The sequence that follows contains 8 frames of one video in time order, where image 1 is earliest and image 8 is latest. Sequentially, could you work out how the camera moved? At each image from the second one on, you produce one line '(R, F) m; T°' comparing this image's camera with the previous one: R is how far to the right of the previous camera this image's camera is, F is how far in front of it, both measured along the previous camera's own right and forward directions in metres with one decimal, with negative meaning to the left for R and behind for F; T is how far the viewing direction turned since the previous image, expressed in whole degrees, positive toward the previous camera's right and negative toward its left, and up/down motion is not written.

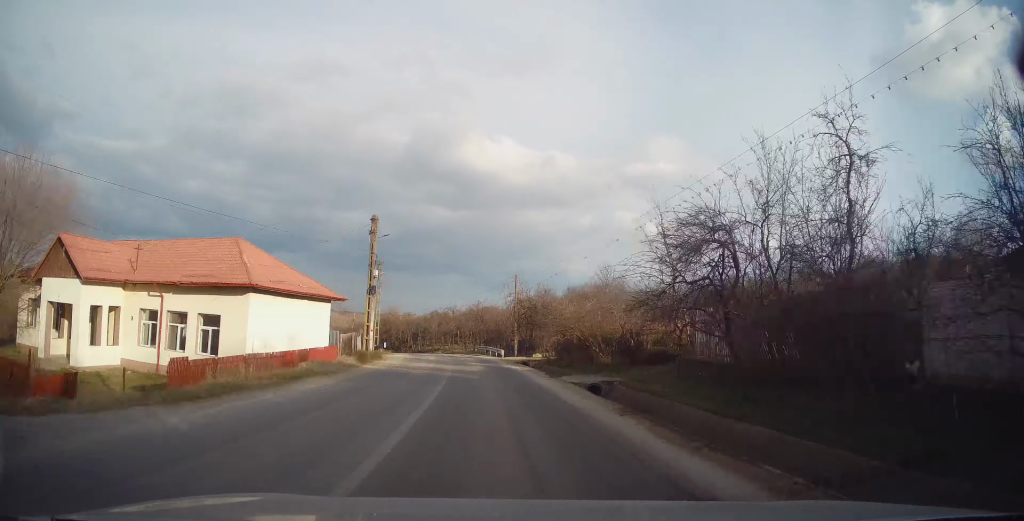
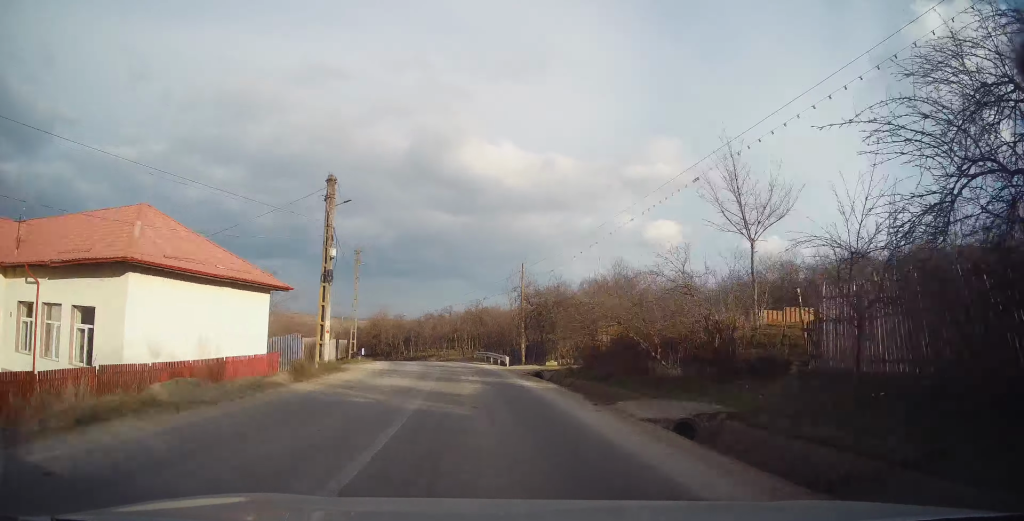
(+0.2, +8.3) m; 0°
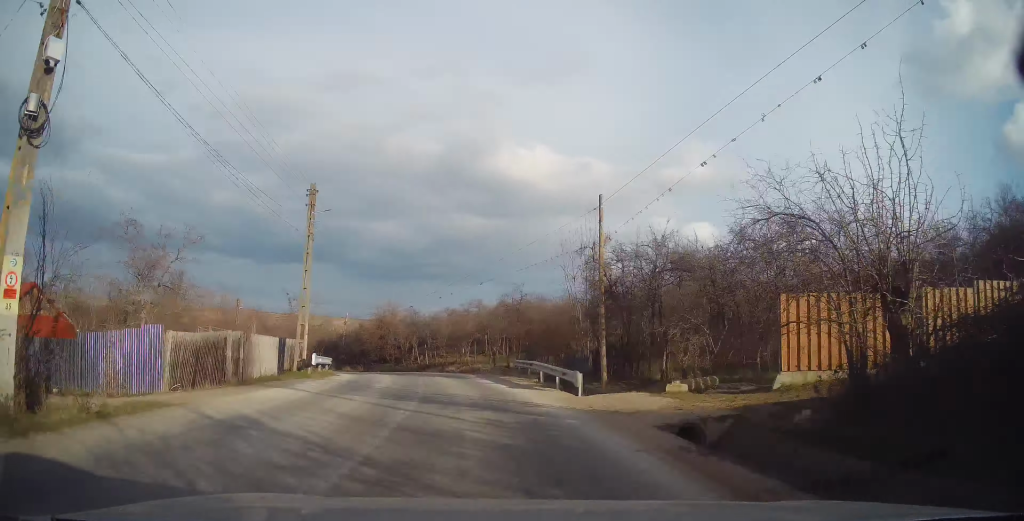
(-0.5, +16.4) m; -5°
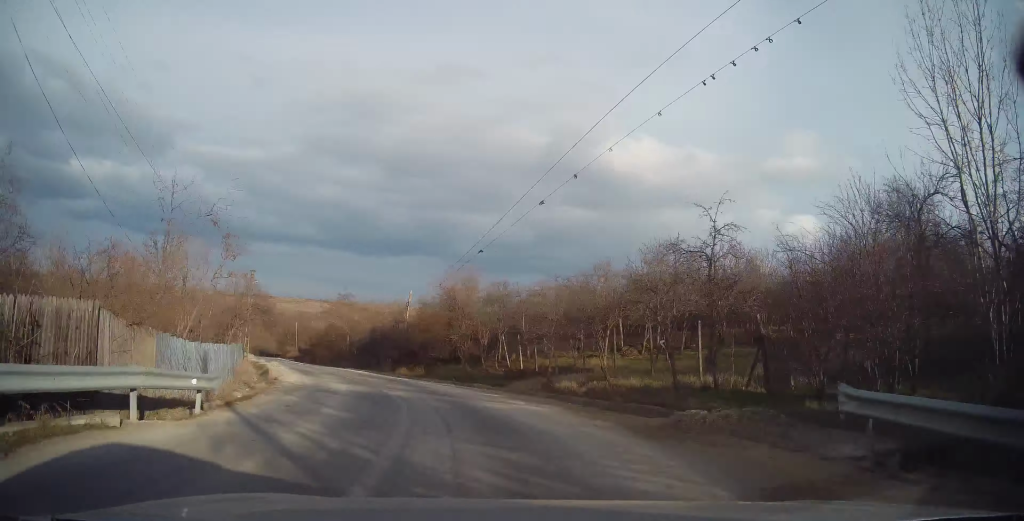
(-1.8, +21.4) m; -10°
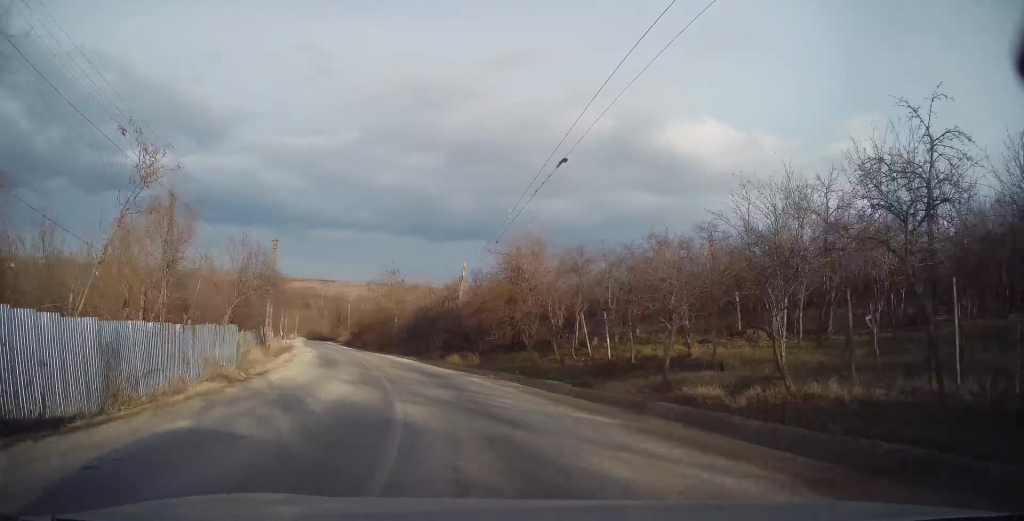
(-0.1, +8.3) m; -5°
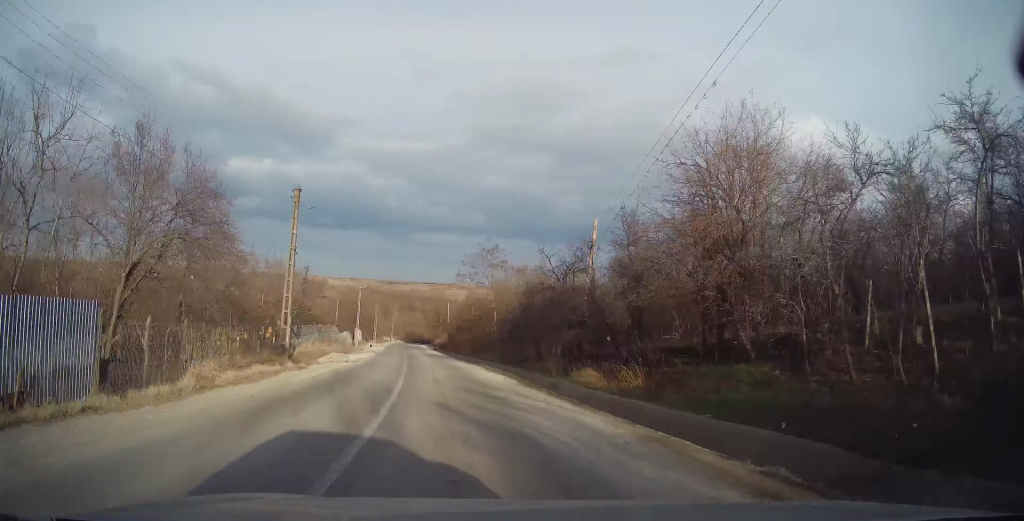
(-1.6, +15.5) m; -10°
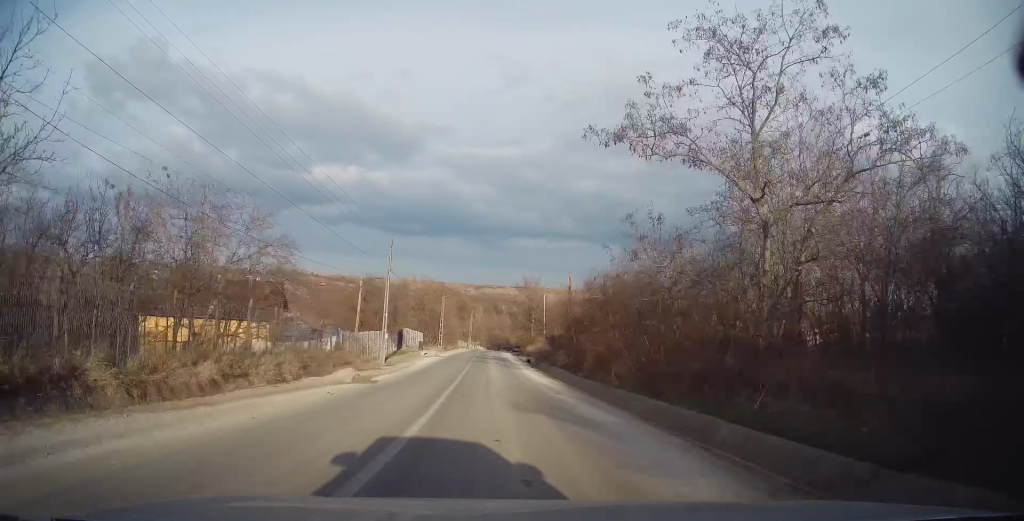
(-4.3, +30.4) m; -12°
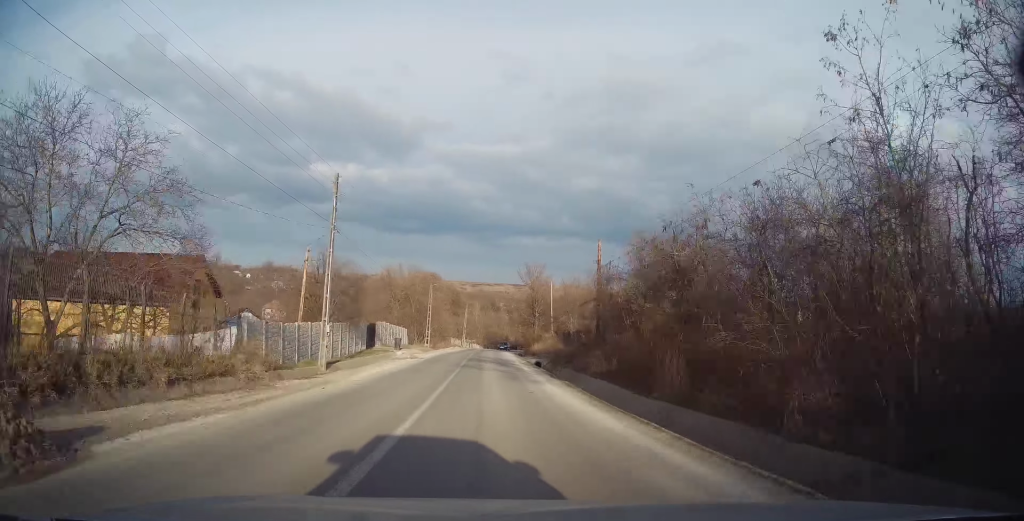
(-0.2, +12.4) m; 0°
